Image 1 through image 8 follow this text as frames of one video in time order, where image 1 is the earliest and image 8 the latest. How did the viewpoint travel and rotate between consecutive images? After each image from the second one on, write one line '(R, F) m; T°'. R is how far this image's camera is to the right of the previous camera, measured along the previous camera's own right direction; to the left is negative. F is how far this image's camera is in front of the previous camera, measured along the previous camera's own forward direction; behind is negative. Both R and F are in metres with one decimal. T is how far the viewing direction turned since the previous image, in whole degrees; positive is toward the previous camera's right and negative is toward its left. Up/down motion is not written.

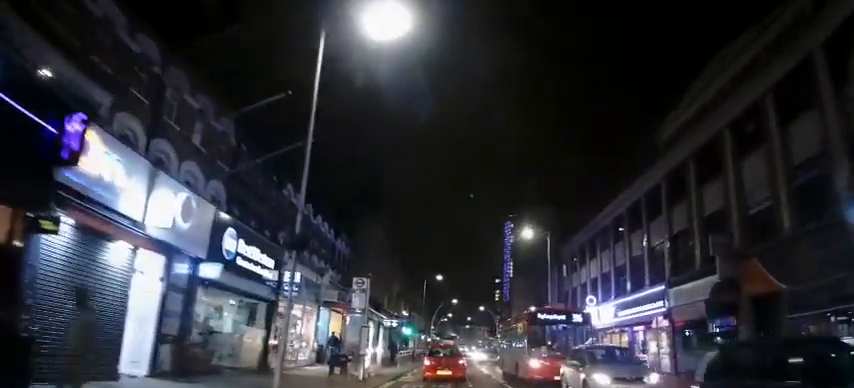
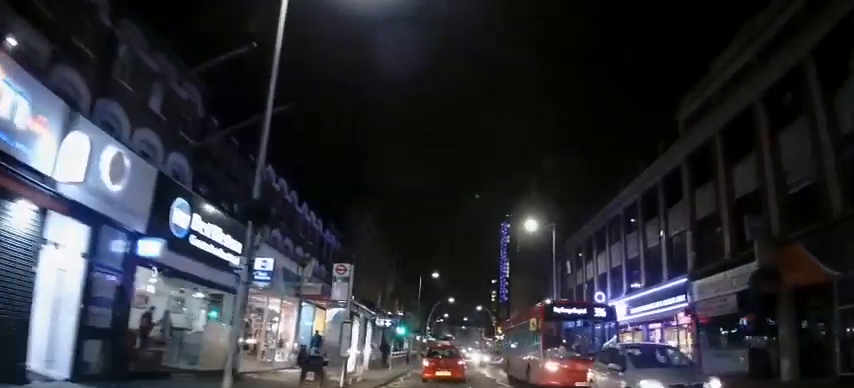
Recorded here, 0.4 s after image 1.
(+0.3, +2.7) m; +1°
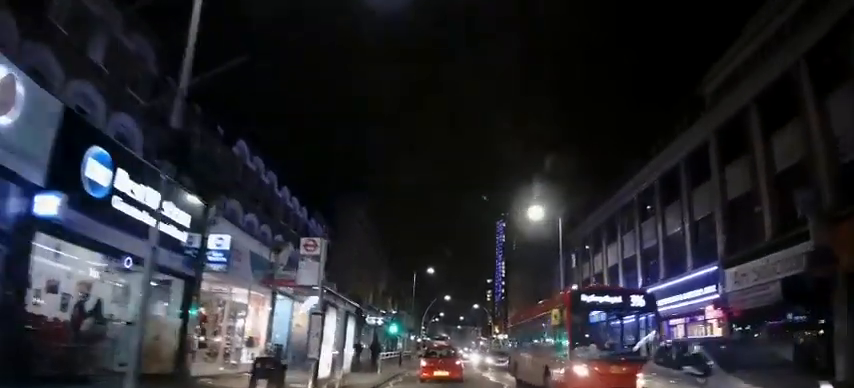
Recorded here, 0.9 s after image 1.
(+0.3, +3.0) m; +1°
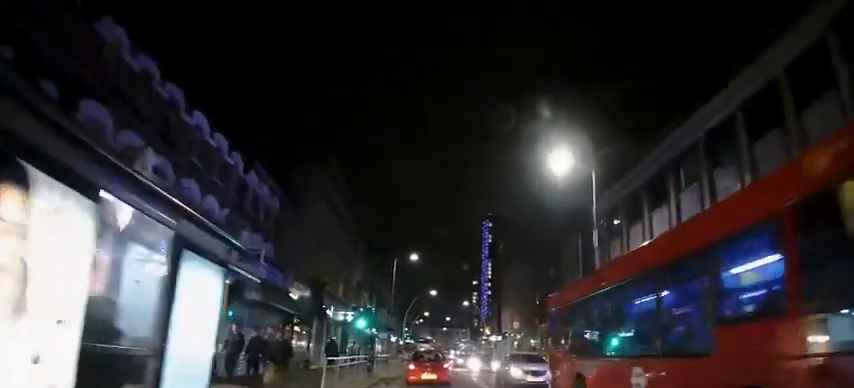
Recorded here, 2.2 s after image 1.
(-0.3, +9.0) m; +1°
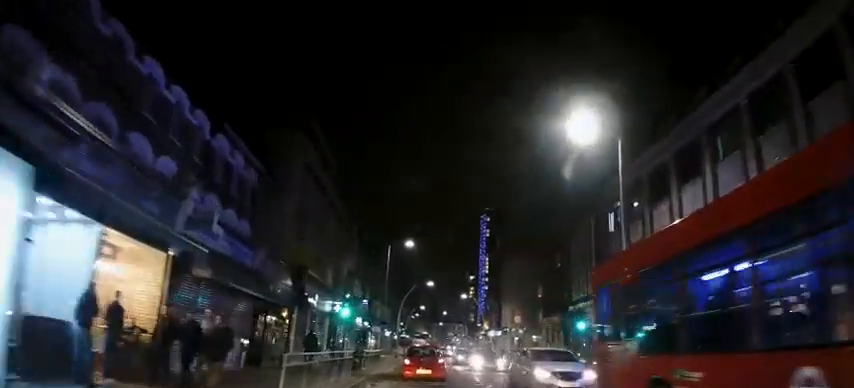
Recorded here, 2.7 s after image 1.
(+0.2, +3.5) m; +2°
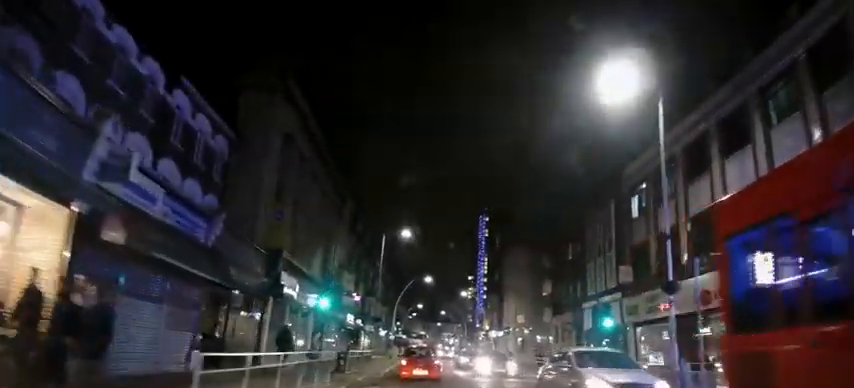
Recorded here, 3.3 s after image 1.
(+0.1, +3.8) m; +1°
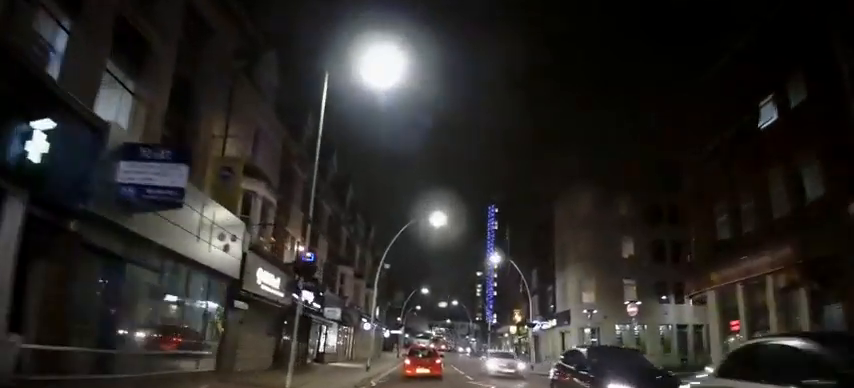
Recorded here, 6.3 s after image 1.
(-0.3, +23.1) m; -1°
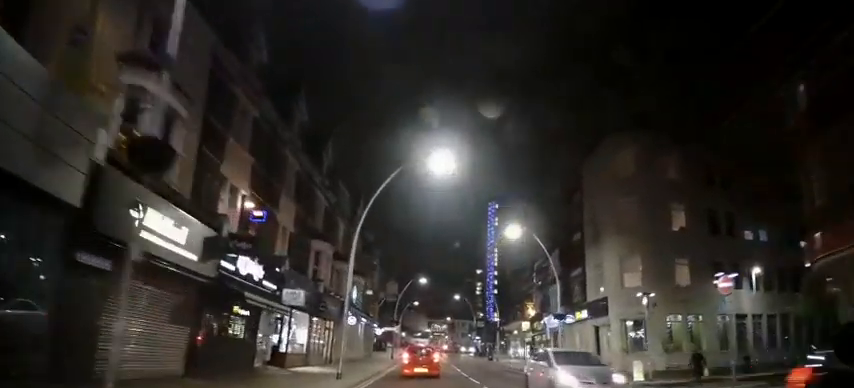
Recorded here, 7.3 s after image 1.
(0.0, +8.2) m; +1°
